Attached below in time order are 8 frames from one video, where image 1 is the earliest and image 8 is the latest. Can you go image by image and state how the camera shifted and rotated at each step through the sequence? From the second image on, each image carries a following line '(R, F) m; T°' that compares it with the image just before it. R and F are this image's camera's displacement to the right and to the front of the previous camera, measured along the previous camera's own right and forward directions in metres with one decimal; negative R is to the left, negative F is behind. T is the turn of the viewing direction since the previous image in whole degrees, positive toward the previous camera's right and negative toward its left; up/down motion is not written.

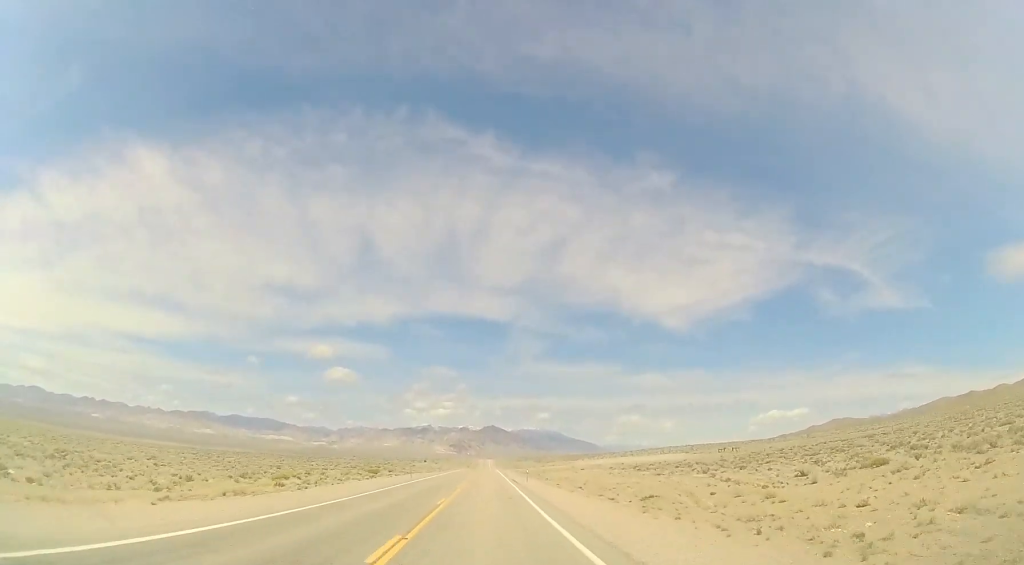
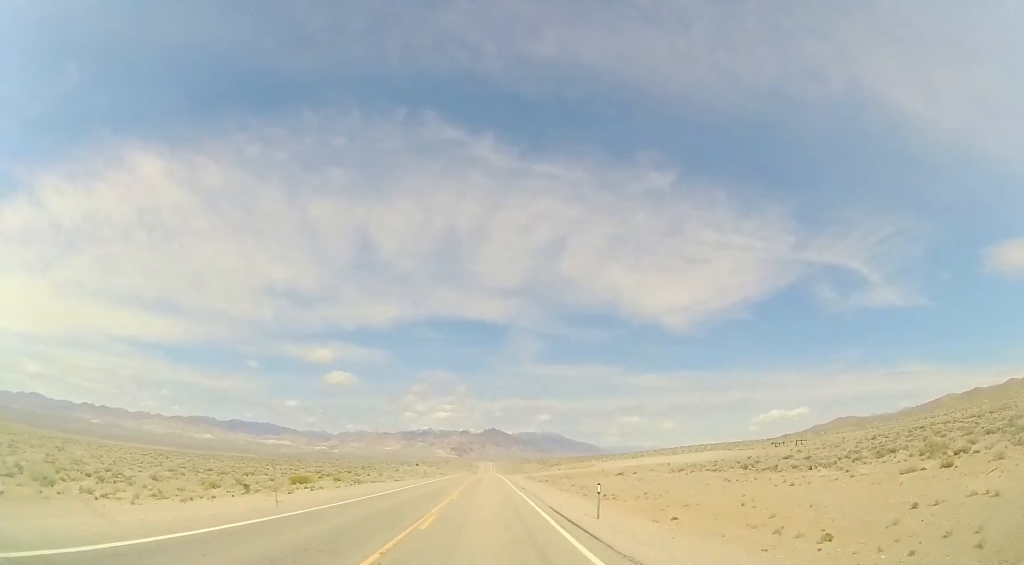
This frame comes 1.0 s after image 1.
(-0.2, +32.3) m; -1°
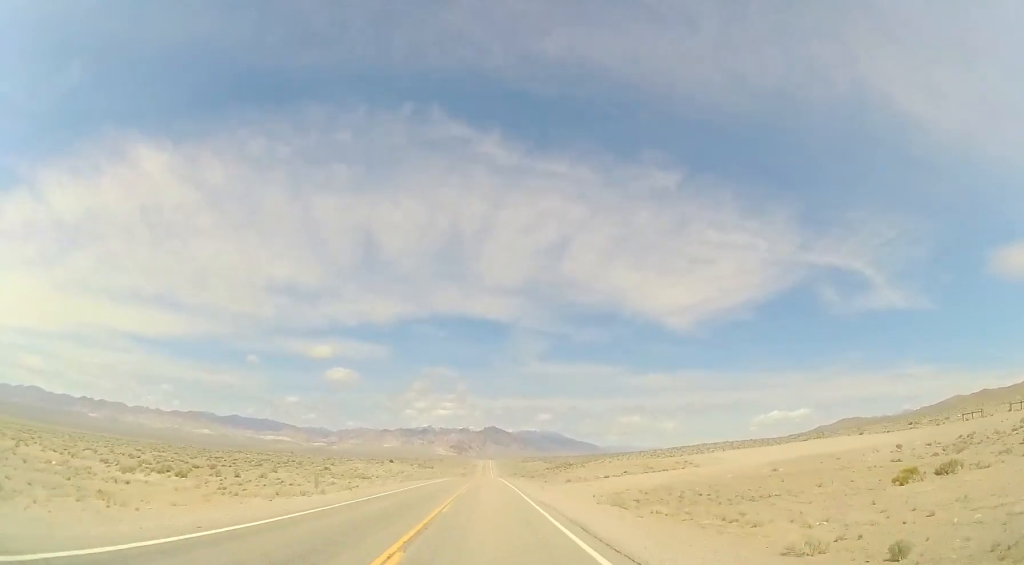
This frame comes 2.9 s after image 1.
(-0.2, +57.1) m; +1°
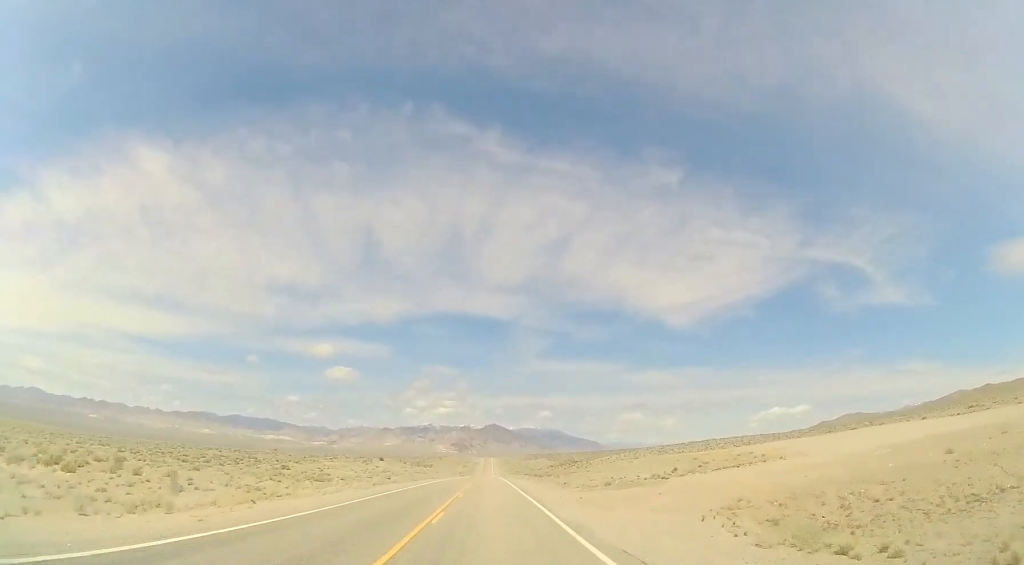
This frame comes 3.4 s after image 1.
(+0.1, +16.5) m; +1°
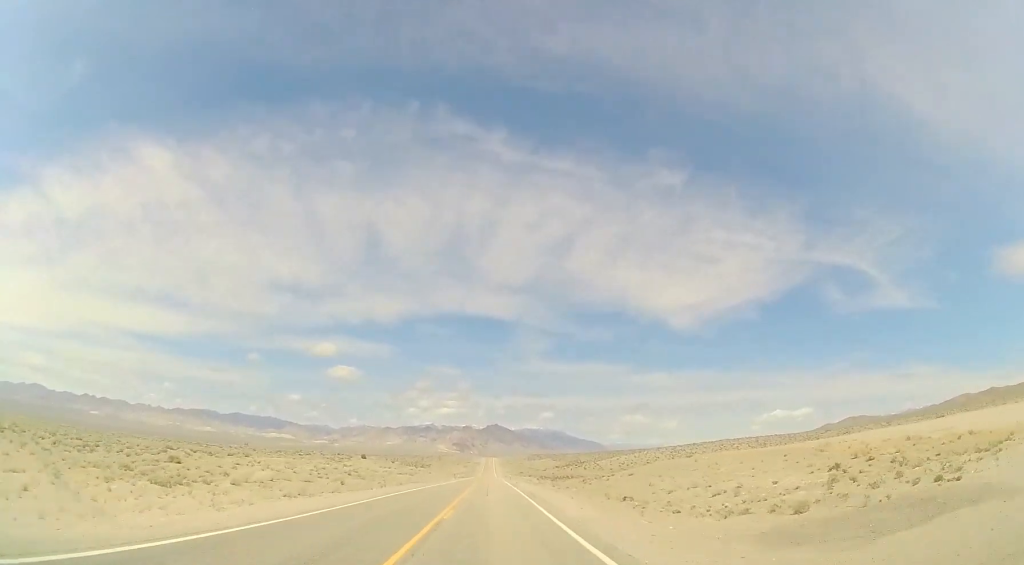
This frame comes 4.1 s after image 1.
(+0.1, +22.5) m; 0°
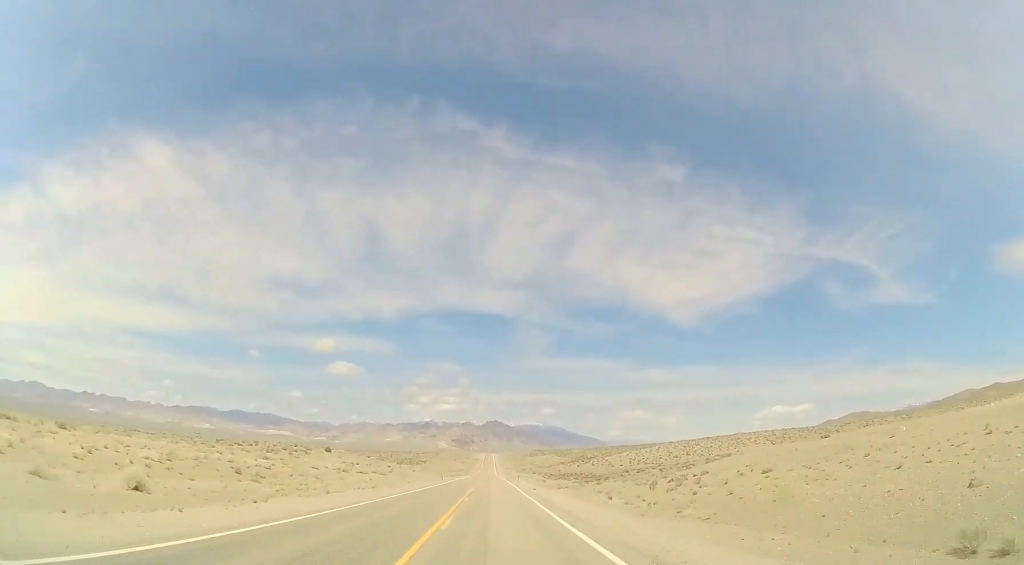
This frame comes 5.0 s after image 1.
(-0.3, +27.5) m; 0°
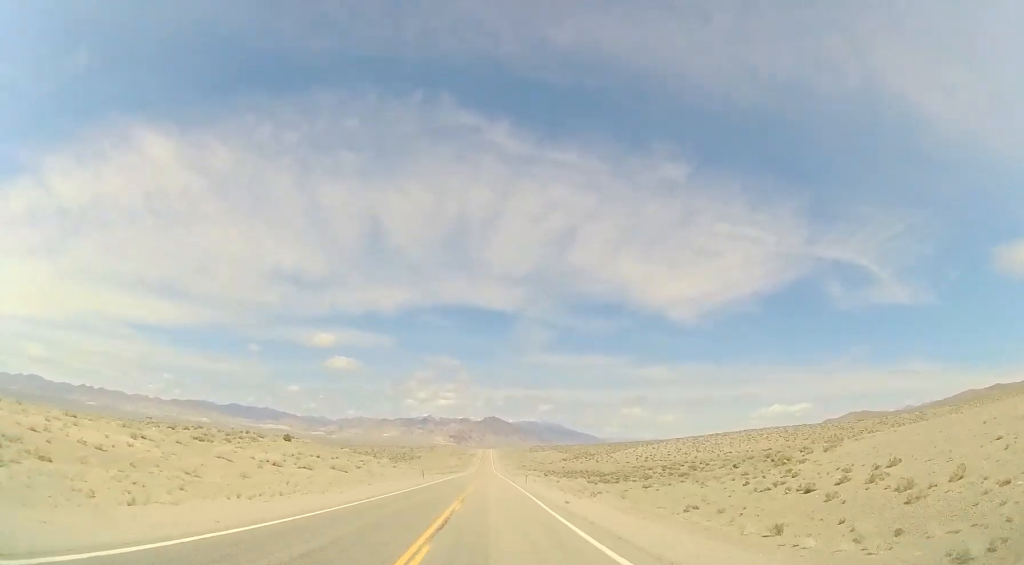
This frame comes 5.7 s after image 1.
(-0.1, +19.3) m; 0°
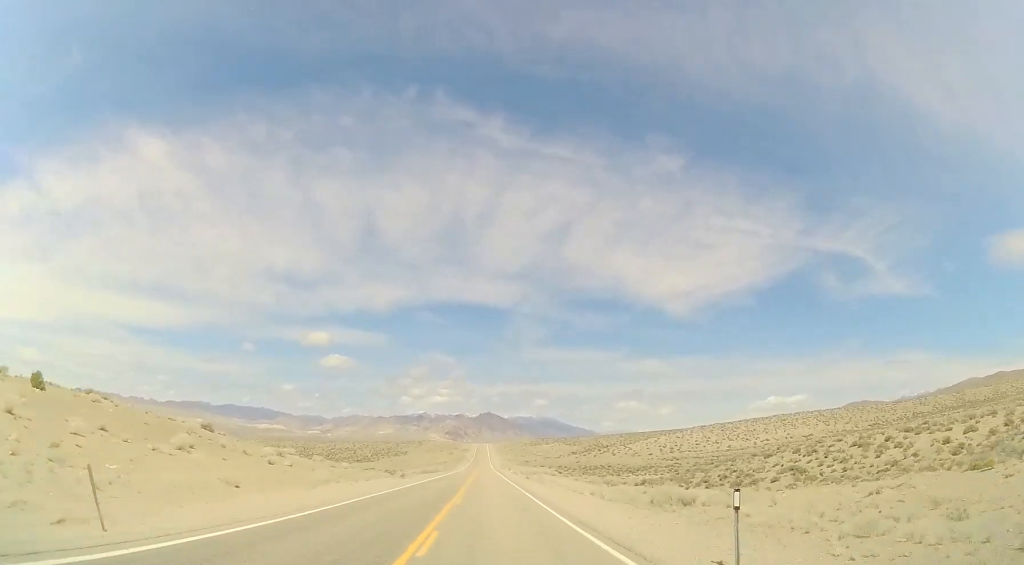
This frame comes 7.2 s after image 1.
(-0.1, +47.2) m; +1°
